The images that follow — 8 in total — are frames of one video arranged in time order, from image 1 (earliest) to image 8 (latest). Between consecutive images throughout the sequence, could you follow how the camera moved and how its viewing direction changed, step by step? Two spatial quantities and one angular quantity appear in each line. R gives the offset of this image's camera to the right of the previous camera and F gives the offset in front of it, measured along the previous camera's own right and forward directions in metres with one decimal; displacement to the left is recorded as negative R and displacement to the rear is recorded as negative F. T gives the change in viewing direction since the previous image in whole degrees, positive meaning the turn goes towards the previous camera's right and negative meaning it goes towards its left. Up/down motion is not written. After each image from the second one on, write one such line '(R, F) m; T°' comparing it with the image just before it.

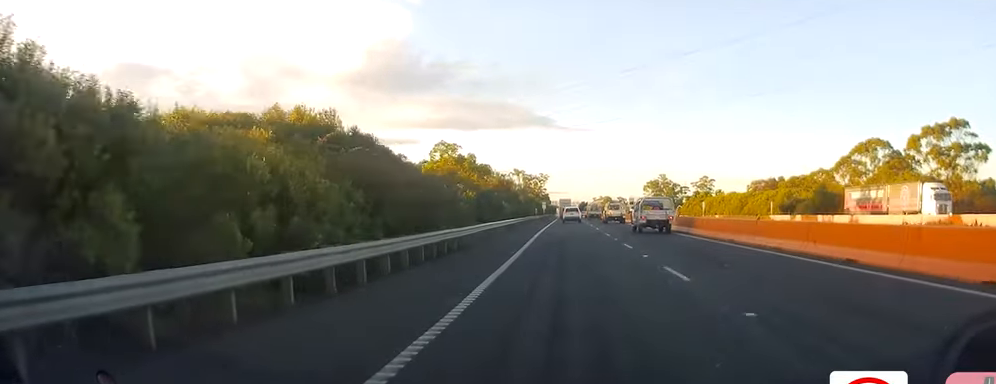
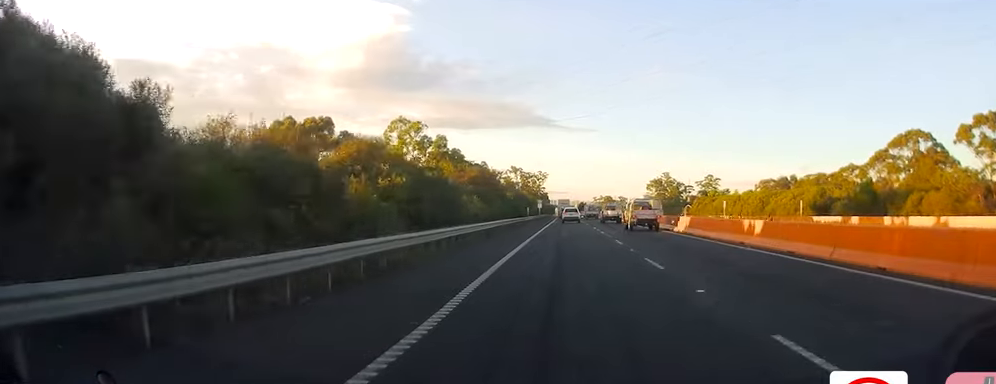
(-0.6, +19.9) m; -2°
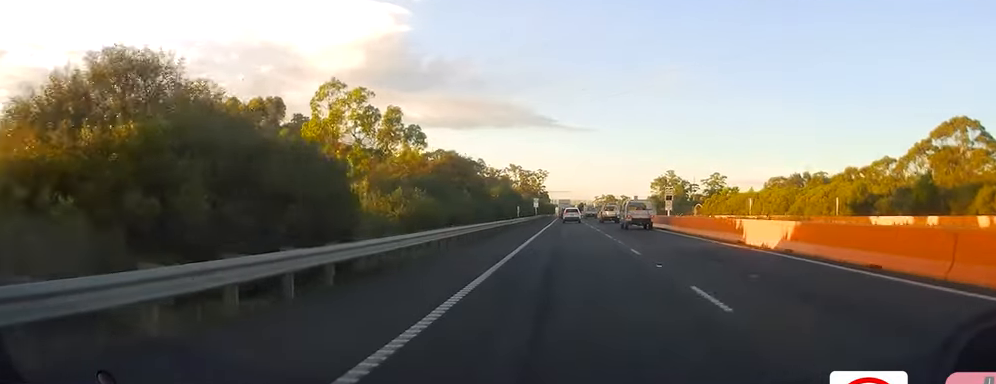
(-0.1, +17.7) m; 0°
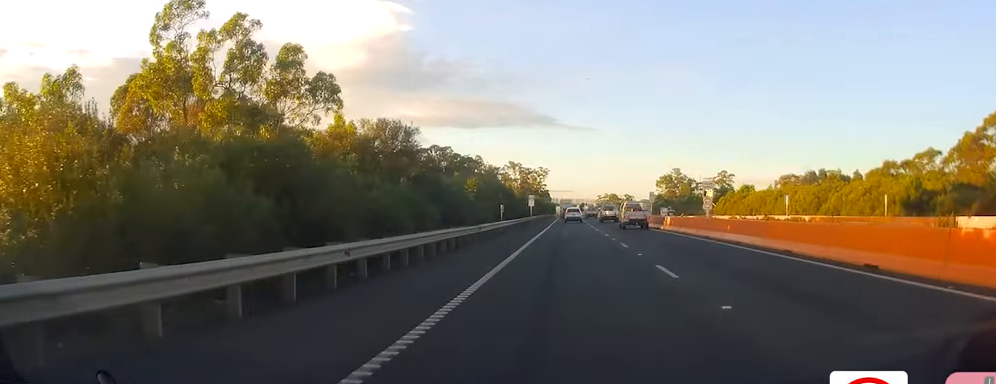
(+0.2, +17.8) m; +1°
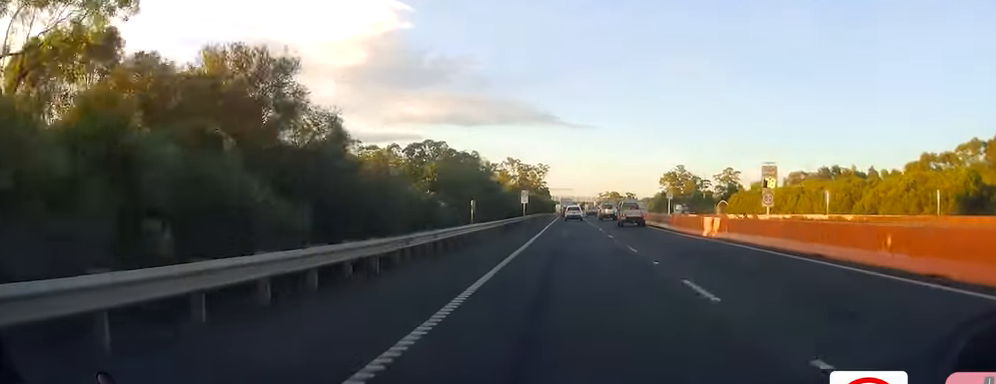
(-0.1, +14.9) m; +1°
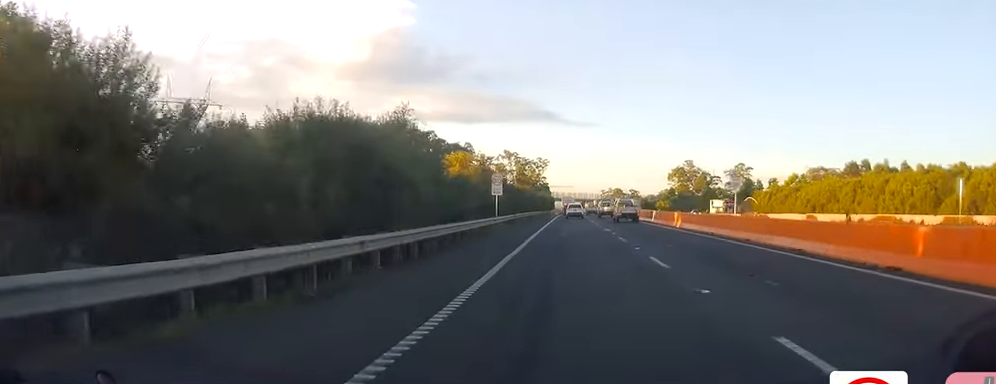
(+0.2, +28.5) m; -1°
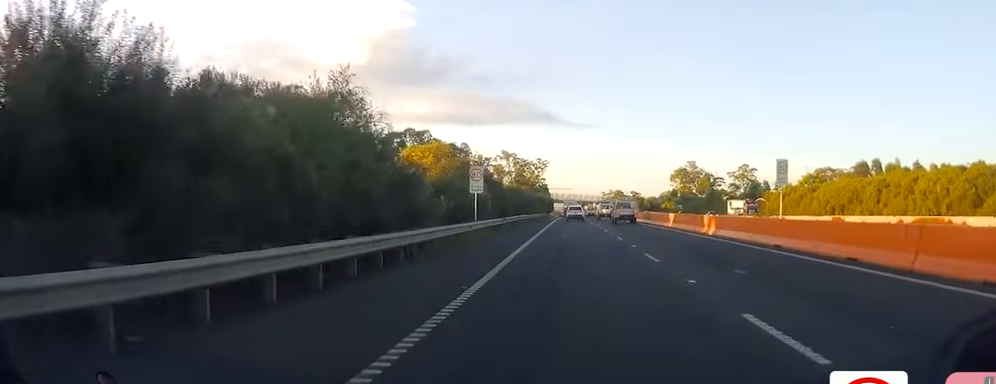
(-0.2, +9.8) m; 0°
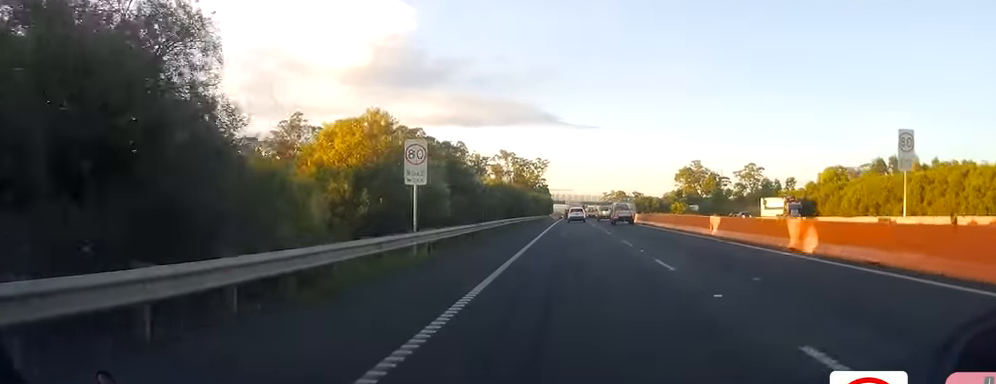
(-0.1, +13.5) m; 0°
